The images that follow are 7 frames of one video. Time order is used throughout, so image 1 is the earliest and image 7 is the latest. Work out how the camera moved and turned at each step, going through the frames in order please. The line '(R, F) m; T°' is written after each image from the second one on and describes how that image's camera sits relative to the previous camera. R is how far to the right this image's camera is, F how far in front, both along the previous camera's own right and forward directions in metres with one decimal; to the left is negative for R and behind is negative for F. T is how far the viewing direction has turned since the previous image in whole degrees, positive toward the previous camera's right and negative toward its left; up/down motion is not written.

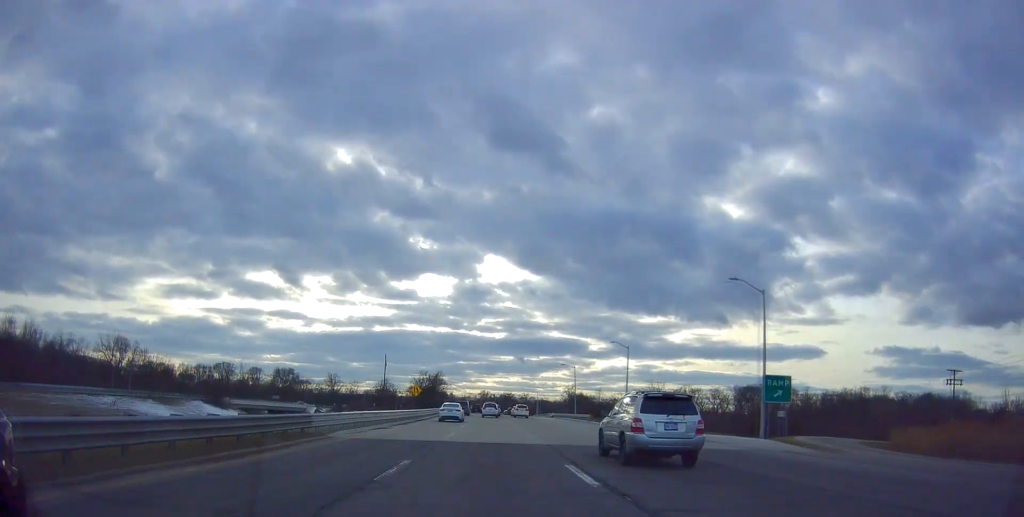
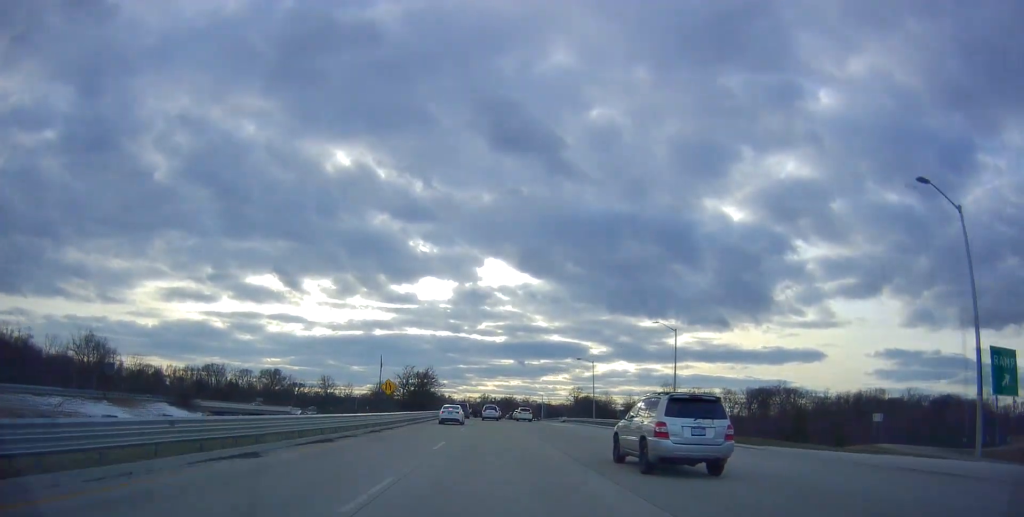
(0.0, +17.9) m; +1°
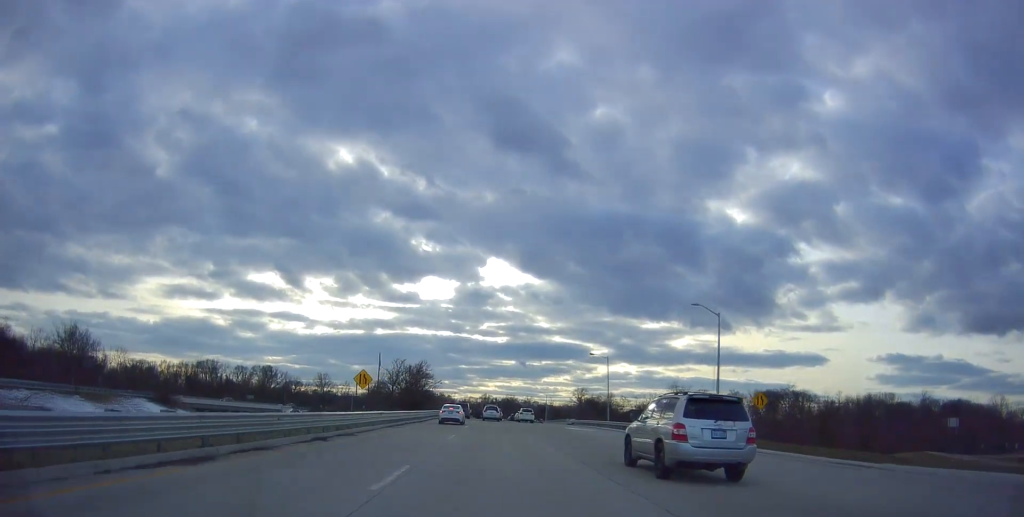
(+0.2, +9.7) m; 0°
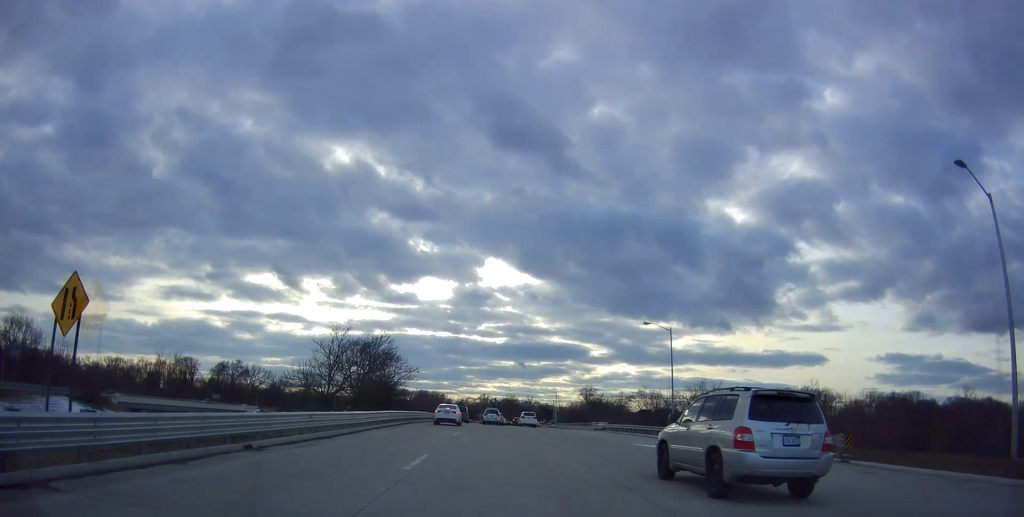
(0.0, +27.6) m; -1°
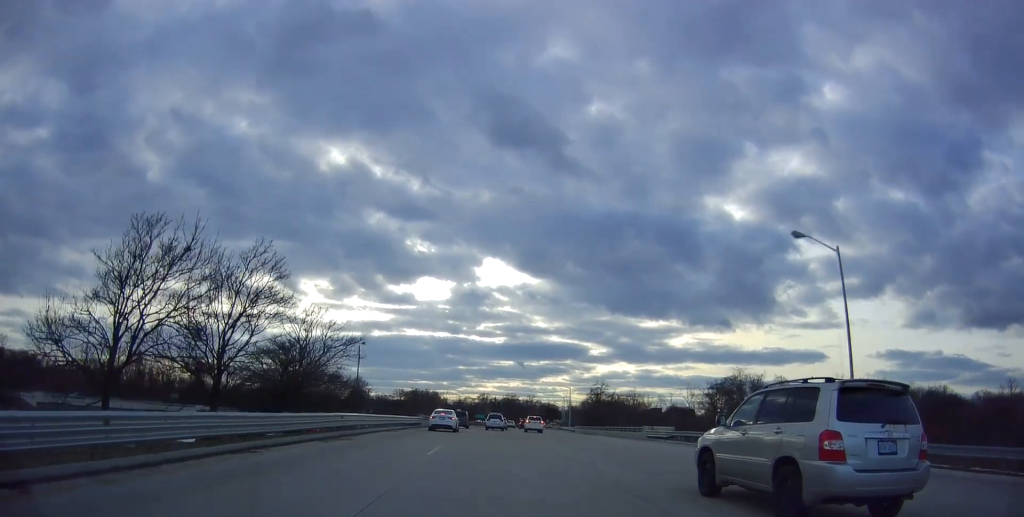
(-0.3, +26.7) m; 0°
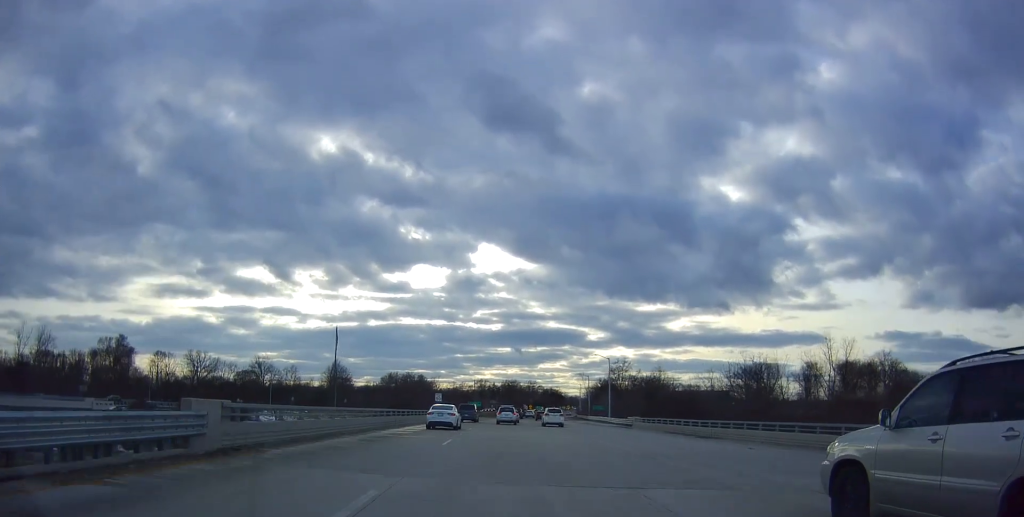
(+1.3, +41.7) m; +2°
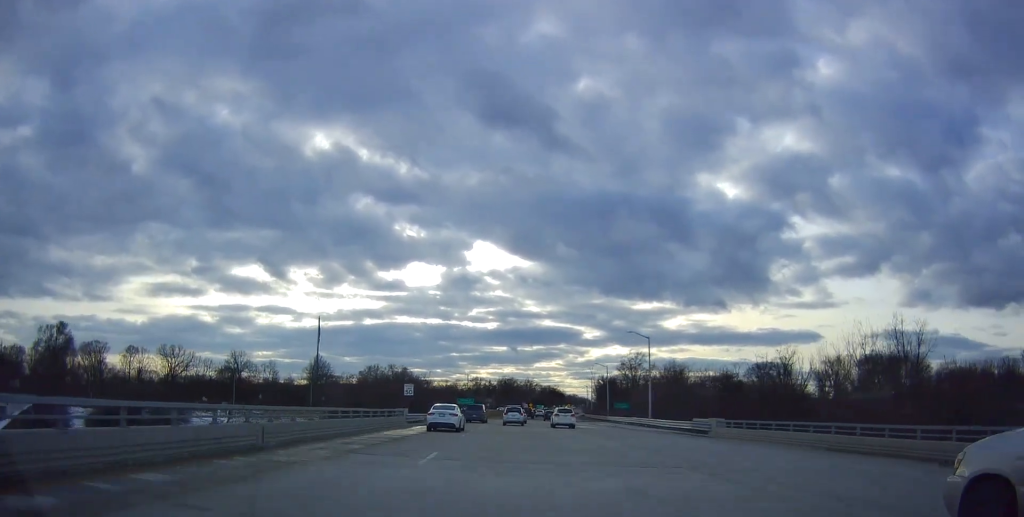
(-0.1, +22.2) m; -1°
